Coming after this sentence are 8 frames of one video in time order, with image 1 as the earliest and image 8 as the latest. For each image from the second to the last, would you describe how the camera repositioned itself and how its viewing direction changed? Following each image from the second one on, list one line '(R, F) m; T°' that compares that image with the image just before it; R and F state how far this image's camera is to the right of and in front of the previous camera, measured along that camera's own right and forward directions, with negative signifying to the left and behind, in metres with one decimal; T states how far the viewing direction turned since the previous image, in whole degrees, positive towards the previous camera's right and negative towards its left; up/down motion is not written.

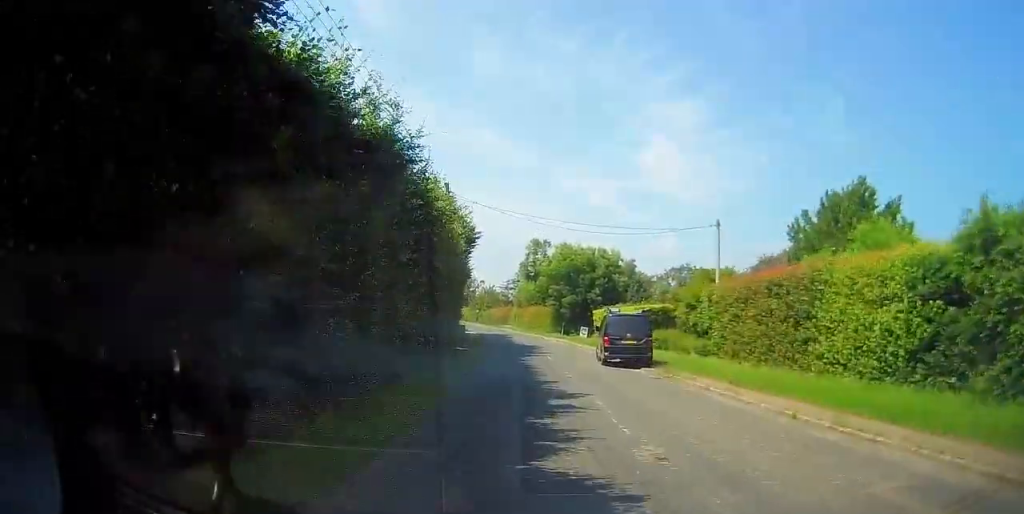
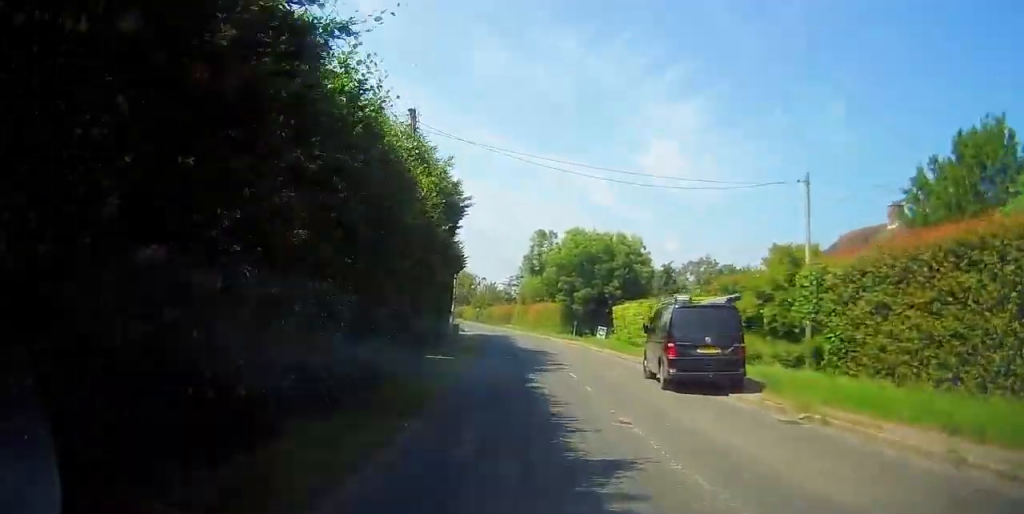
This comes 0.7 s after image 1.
(+0.1, +9.5) m; +1°
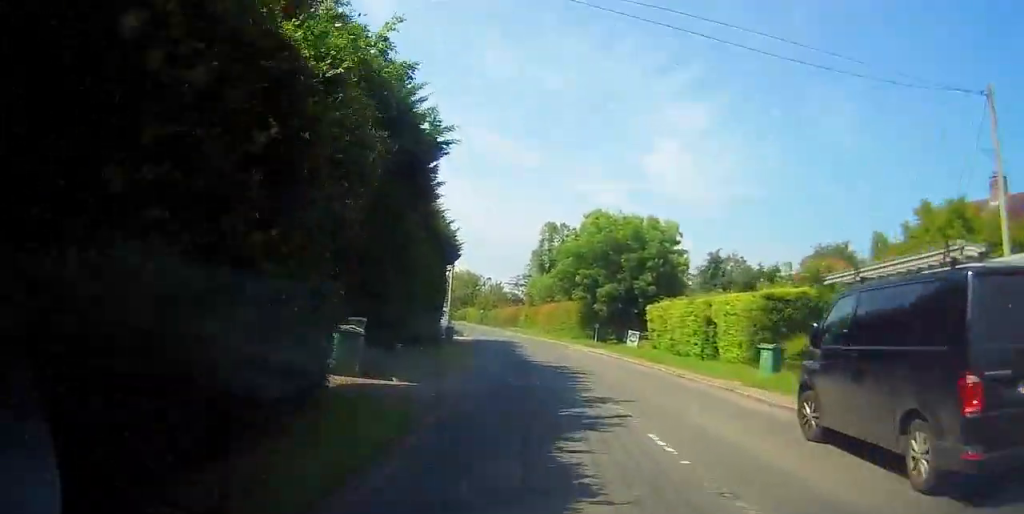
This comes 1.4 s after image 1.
(+0.1, +9.9) m; 0°
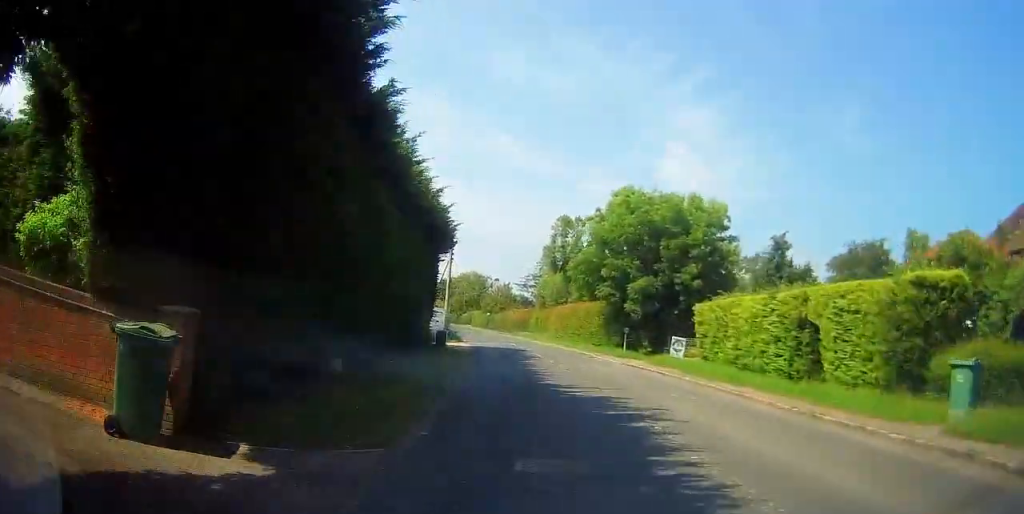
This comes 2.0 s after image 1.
(0.0, +8.5) m; -2°
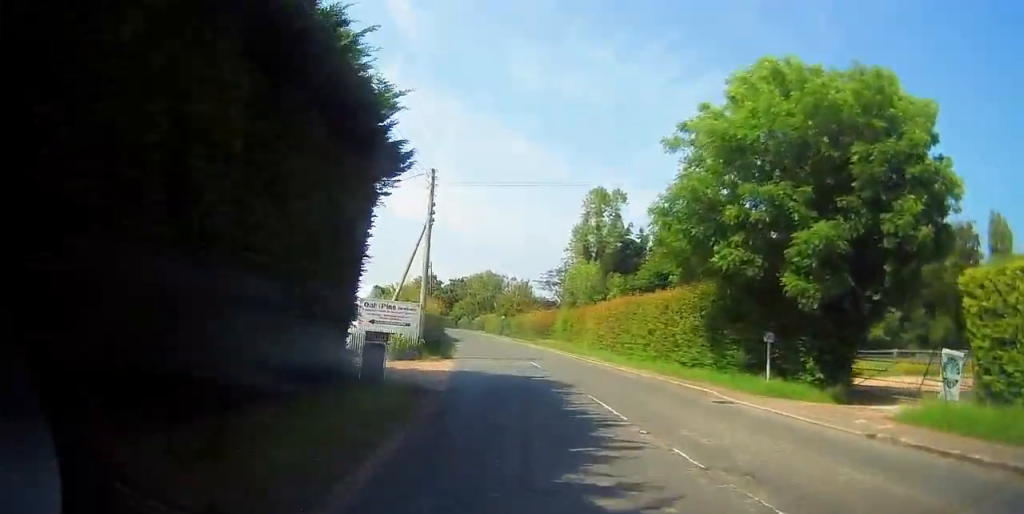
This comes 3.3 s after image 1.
(-0.8, +18.4) m; -3°
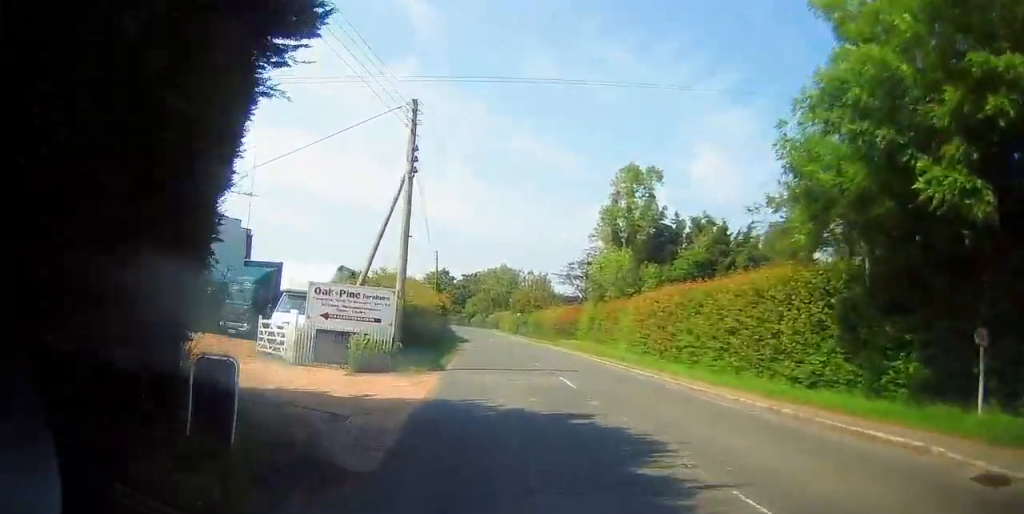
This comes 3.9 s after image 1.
(+0.1, +8.6) m; 0°
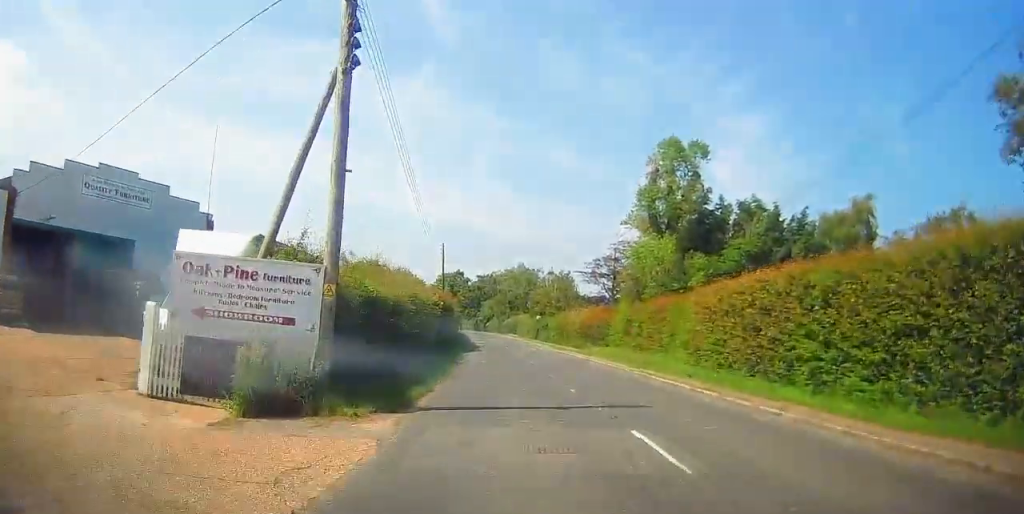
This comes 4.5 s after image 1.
(0.0, +8.5) m; -1°
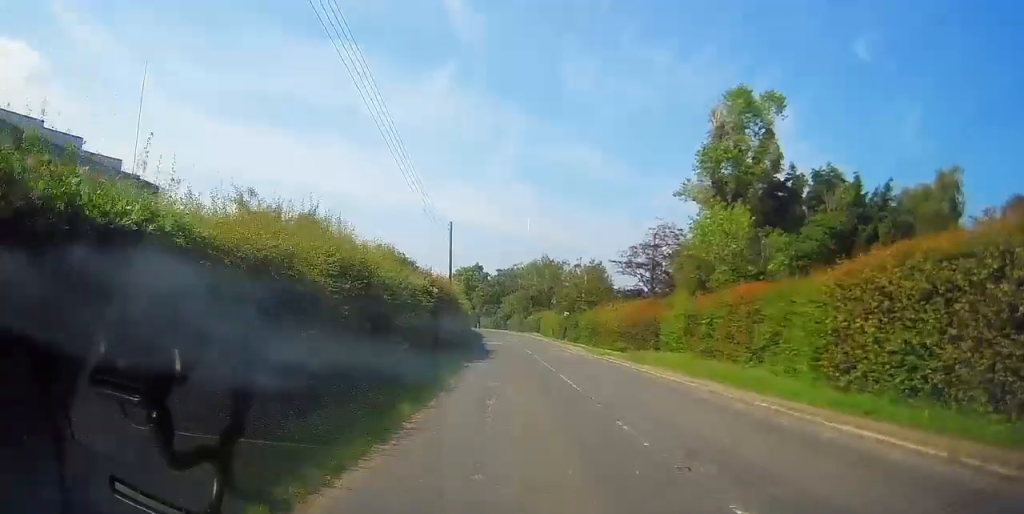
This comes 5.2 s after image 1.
(-0.1, +9.9) m; -2°
